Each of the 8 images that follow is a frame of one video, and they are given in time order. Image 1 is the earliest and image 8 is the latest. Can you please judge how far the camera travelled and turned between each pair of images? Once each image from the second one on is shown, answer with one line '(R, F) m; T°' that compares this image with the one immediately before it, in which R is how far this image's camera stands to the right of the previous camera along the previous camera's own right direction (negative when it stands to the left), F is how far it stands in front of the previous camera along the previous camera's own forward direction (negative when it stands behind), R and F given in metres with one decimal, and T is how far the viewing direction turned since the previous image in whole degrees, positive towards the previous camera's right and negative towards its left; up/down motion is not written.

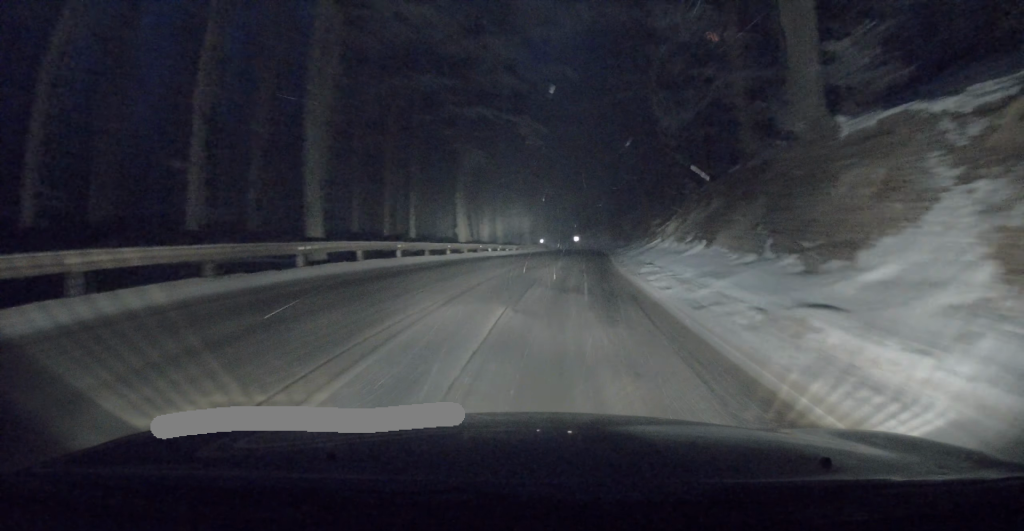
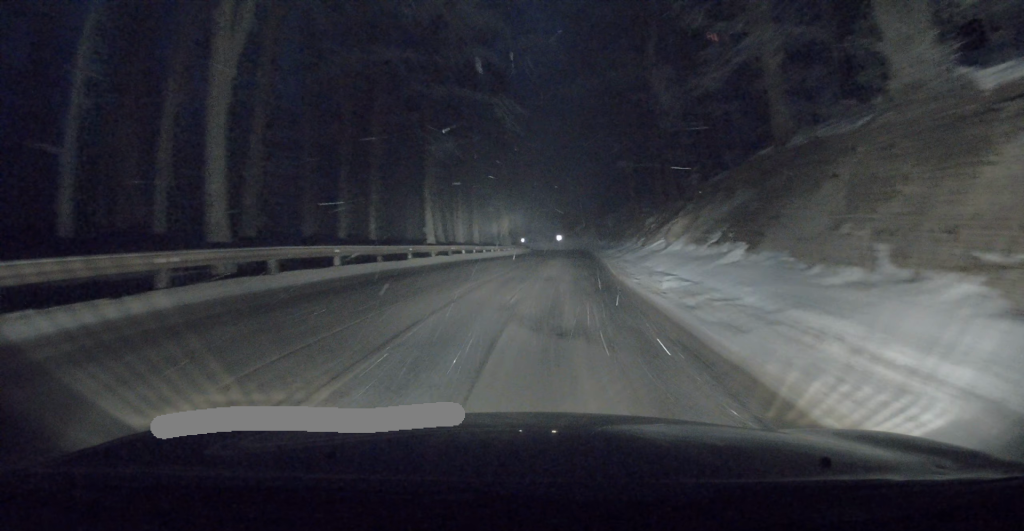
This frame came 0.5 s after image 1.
(+0.3, +4.9) m; +2°
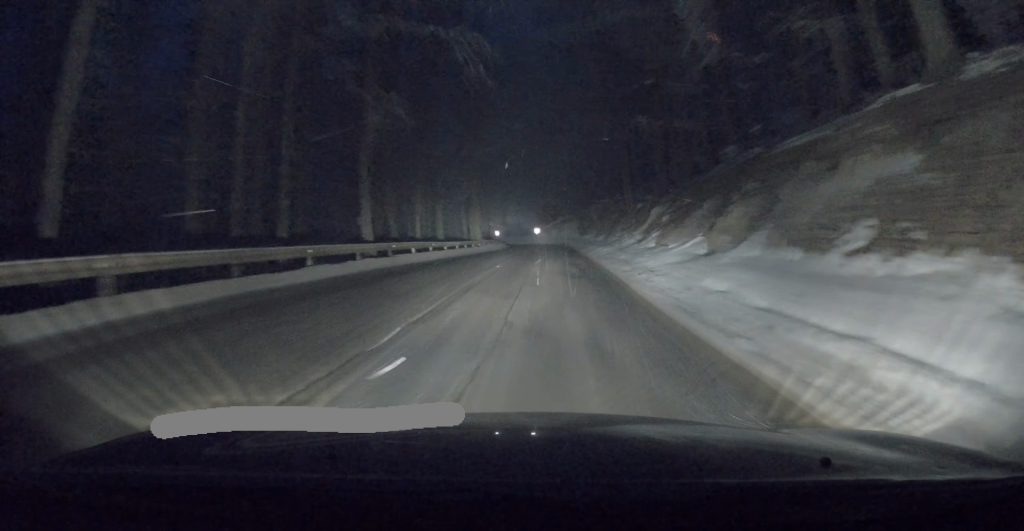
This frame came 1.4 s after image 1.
(+0.3, +8.5) m; +3°
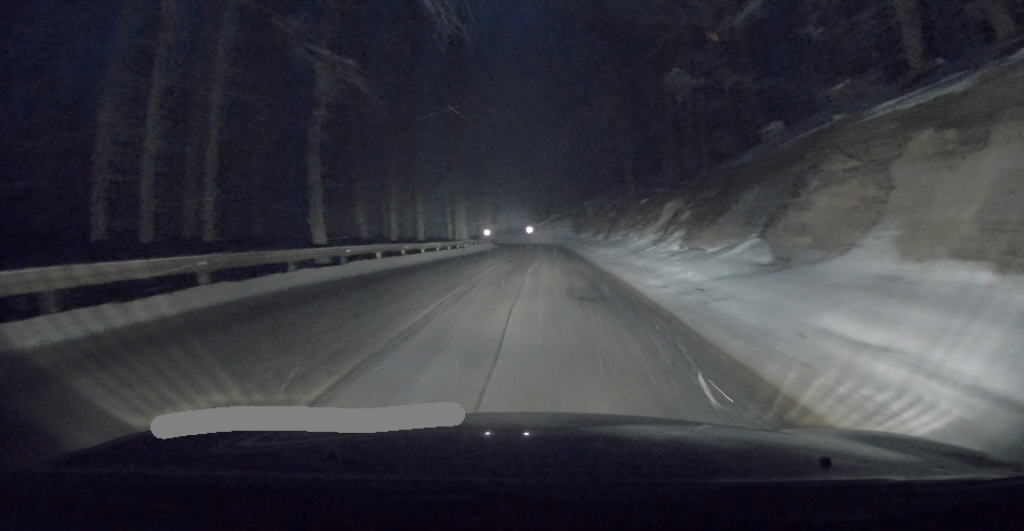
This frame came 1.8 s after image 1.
(0.0, +4.6) m; +1°
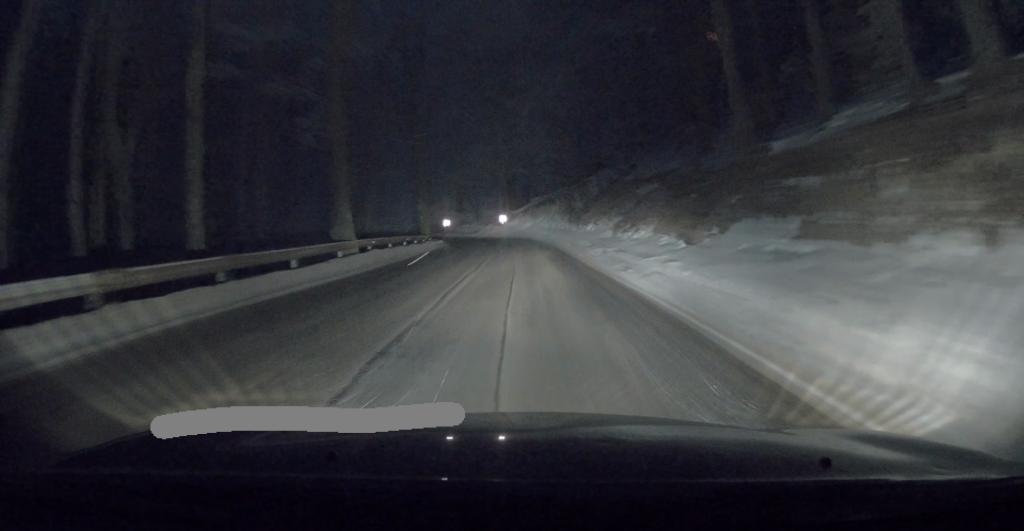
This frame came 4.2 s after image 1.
(-0.4, +24.2) m; -1°
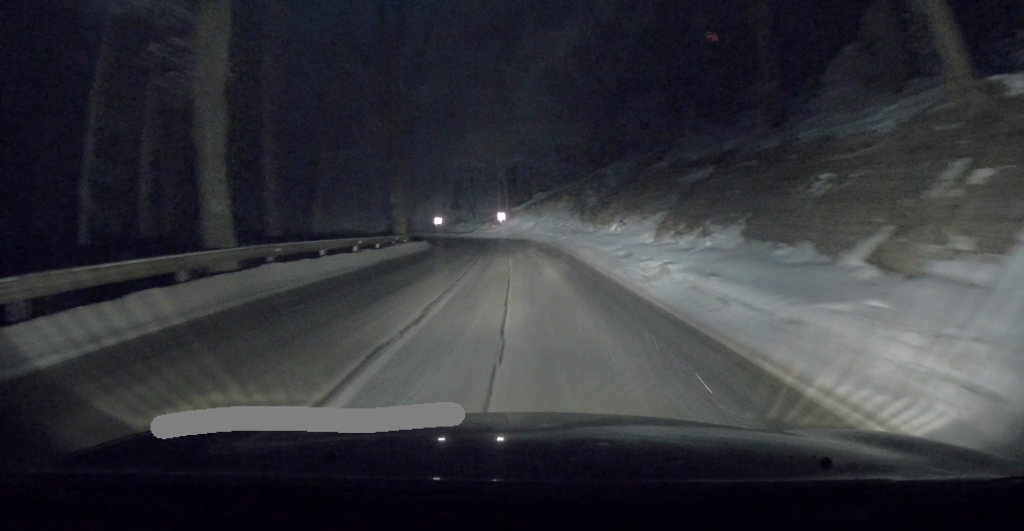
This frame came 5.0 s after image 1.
(+0.4, +8.1) m; +1°
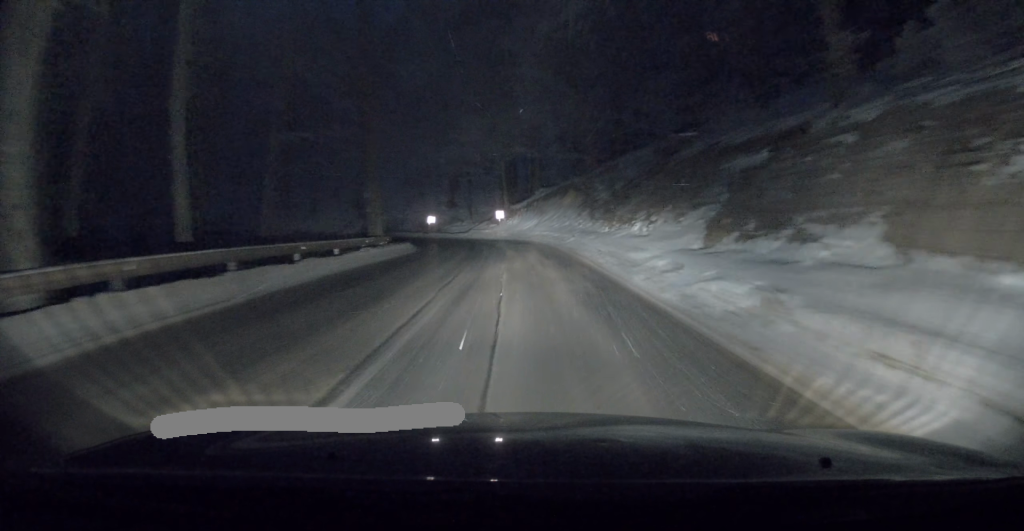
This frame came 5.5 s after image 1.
(-0.2, +4.9) m; -1°
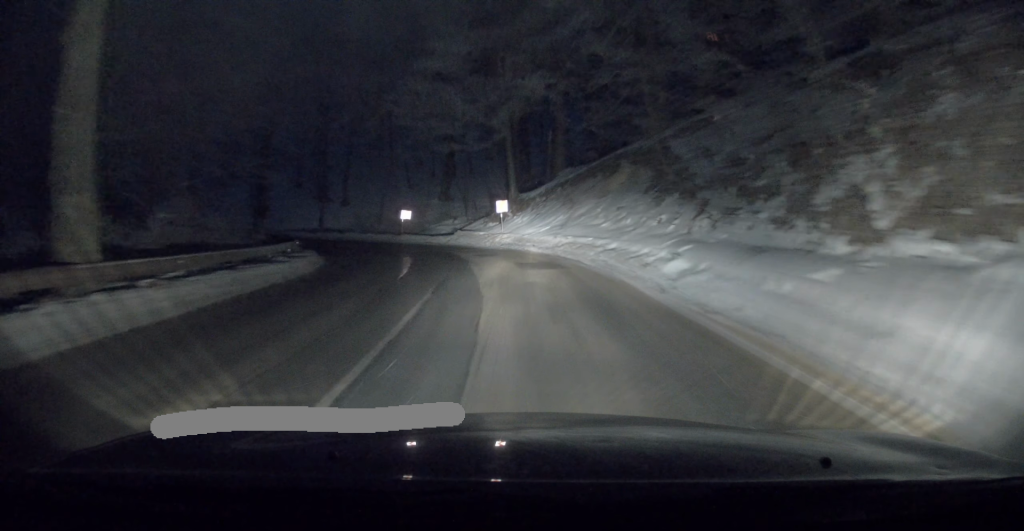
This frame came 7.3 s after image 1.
(+0.1, +17.7) m; +4°
